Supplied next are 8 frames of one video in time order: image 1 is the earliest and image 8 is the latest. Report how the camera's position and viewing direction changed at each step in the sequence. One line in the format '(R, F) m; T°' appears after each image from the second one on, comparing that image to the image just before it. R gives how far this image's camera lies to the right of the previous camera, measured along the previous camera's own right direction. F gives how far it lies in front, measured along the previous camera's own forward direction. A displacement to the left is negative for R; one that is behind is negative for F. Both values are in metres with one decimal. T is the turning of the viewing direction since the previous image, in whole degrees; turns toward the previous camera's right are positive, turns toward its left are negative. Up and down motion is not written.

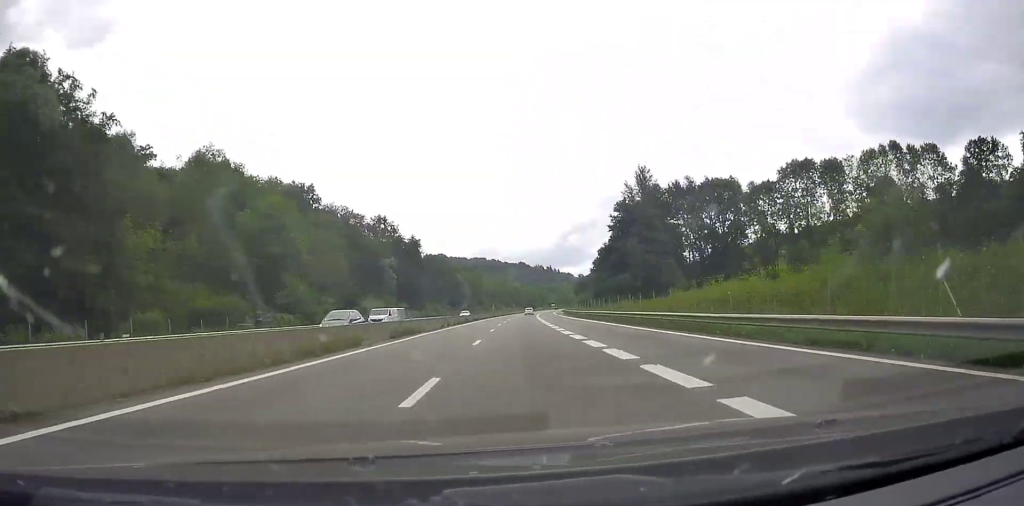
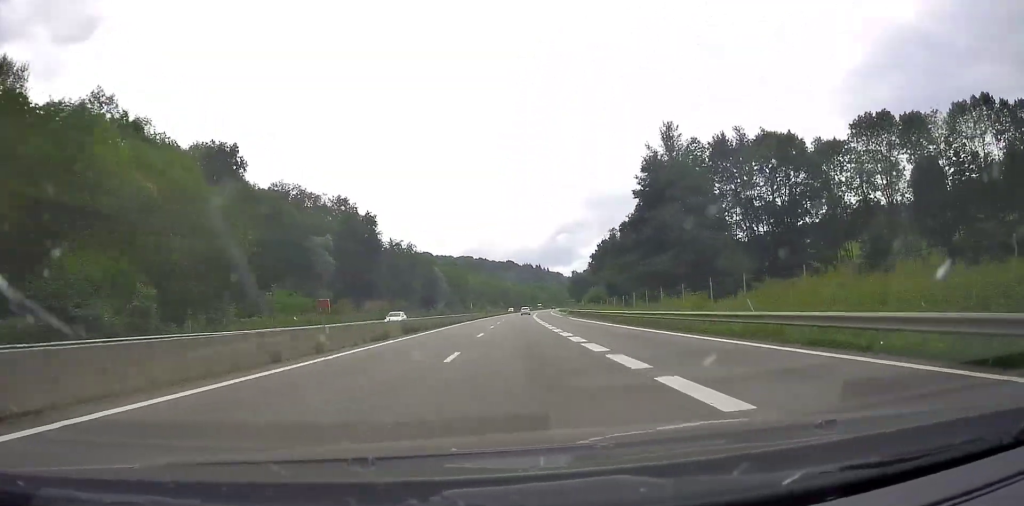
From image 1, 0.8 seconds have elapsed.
(+0.3, +32.2) m; +1°
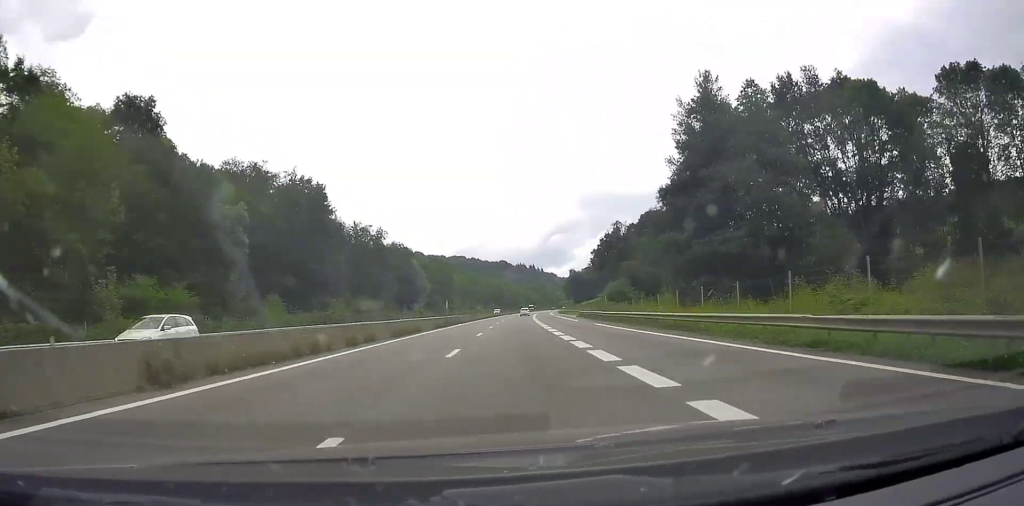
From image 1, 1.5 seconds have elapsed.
(+0.1, +24.0) m; 0°
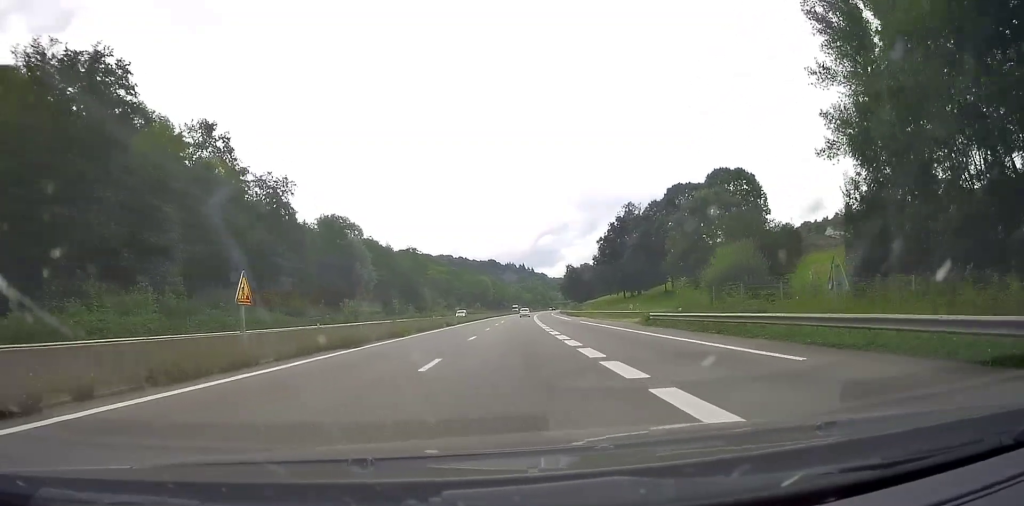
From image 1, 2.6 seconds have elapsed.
(+0.4, +42.2) m; +1°
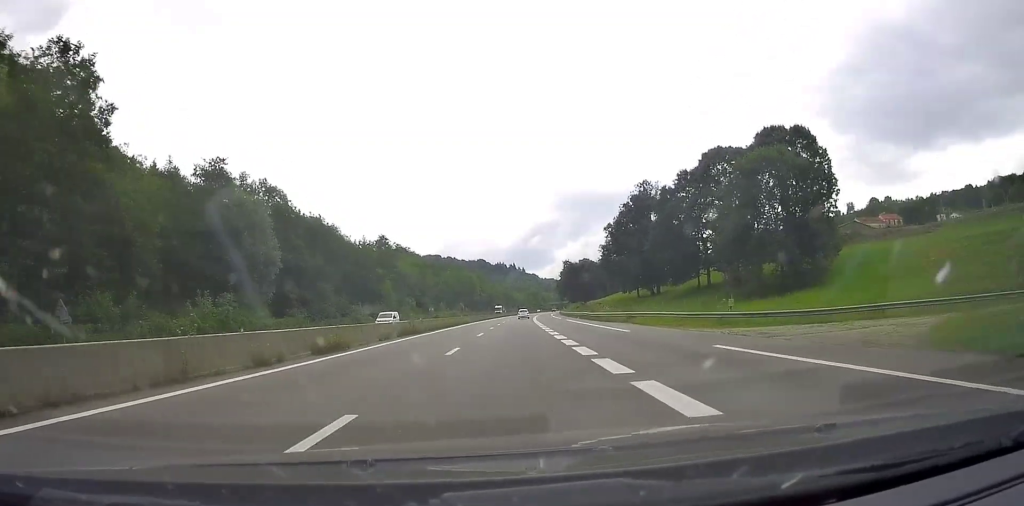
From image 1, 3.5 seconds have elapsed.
(+0.5, +33.8) m; +1°
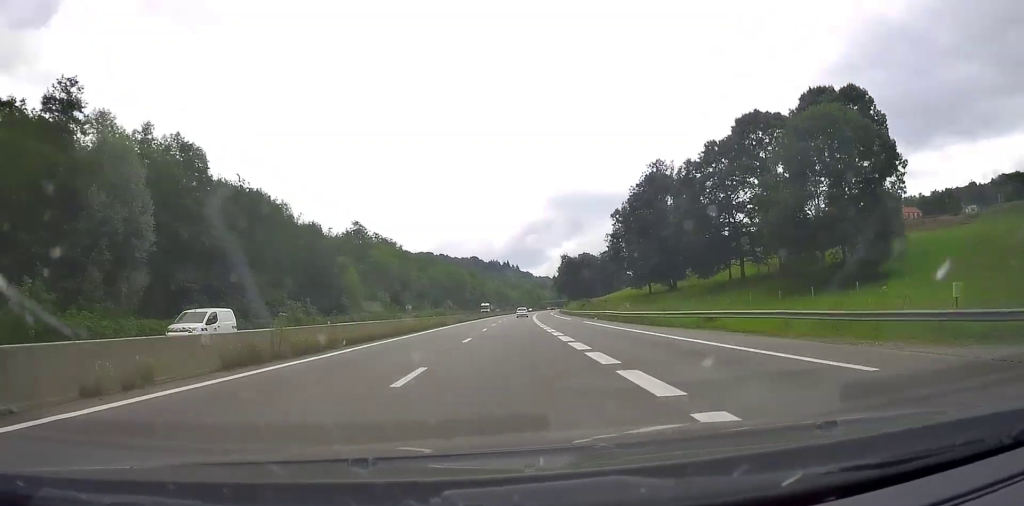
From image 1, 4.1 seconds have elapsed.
(+0.2, +20.6) m; 0°
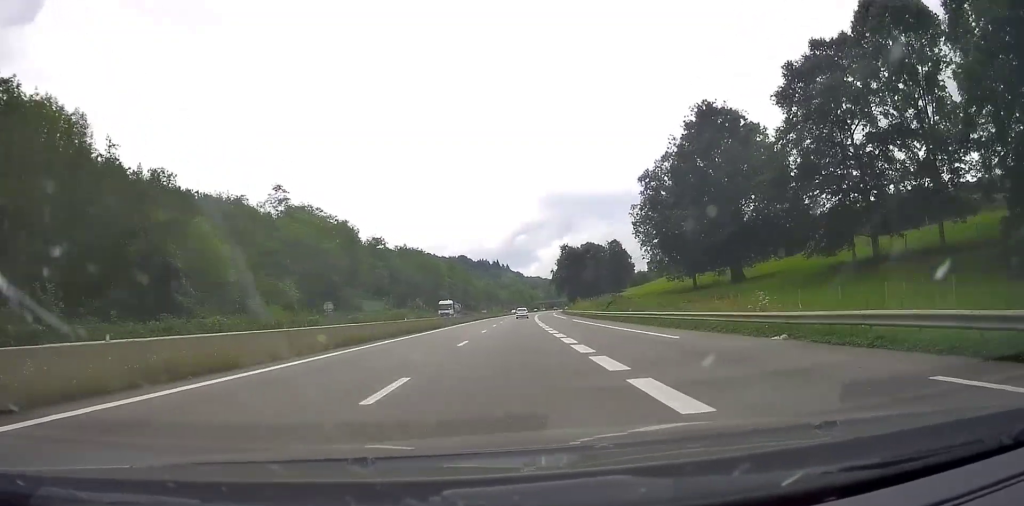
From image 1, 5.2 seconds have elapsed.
(+0.1, +41.3) m; 0°
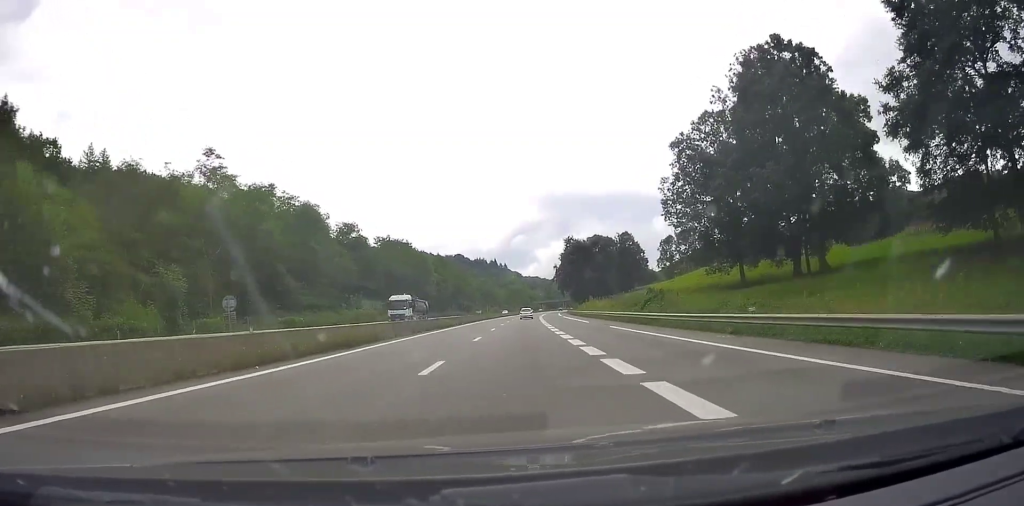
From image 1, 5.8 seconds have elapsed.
(+0.2, +22.2) m; +1°
